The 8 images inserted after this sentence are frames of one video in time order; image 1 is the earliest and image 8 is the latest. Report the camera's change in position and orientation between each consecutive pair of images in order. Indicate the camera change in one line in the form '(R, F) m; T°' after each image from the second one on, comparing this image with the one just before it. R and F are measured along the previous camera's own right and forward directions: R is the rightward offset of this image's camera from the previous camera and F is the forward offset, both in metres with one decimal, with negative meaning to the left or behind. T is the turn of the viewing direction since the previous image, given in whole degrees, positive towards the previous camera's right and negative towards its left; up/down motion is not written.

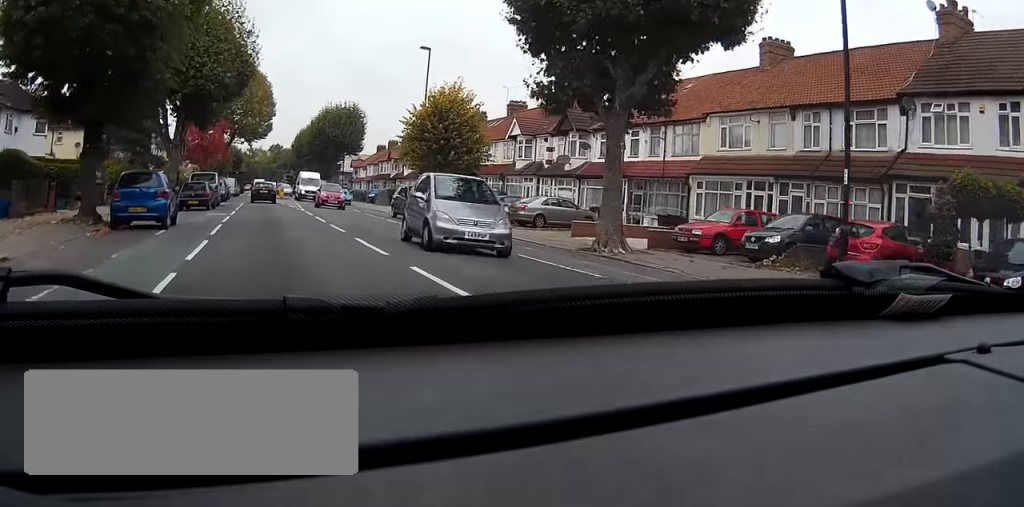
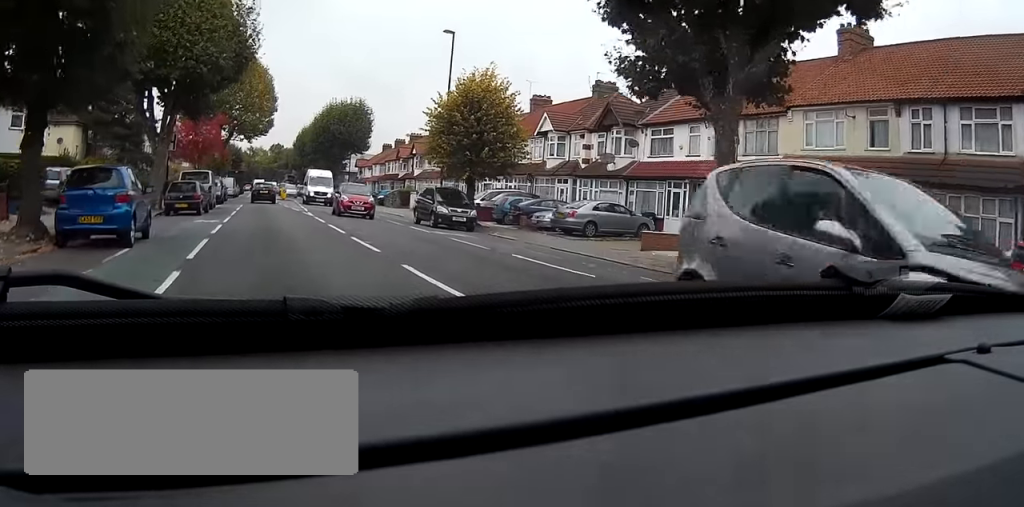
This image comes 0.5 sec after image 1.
(0.0, +5.3) m; 0°
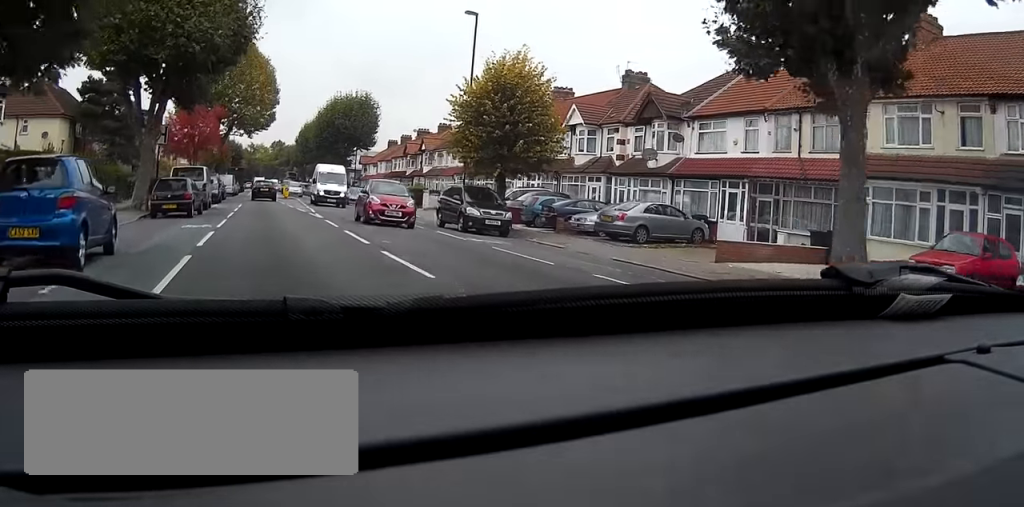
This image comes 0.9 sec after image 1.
(0.0, +4.0) m; 0°
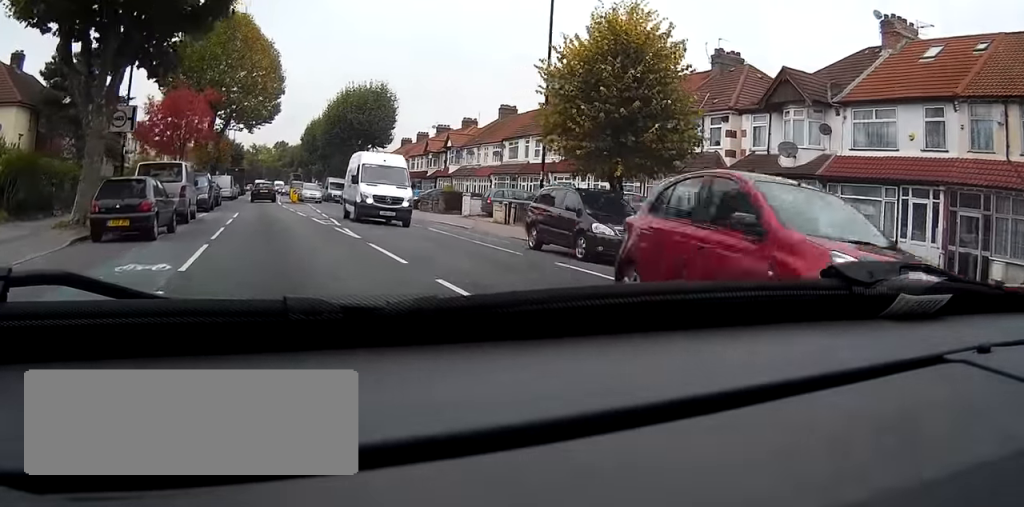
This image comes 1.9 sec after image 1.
(0.0, +9.4) m; 0°
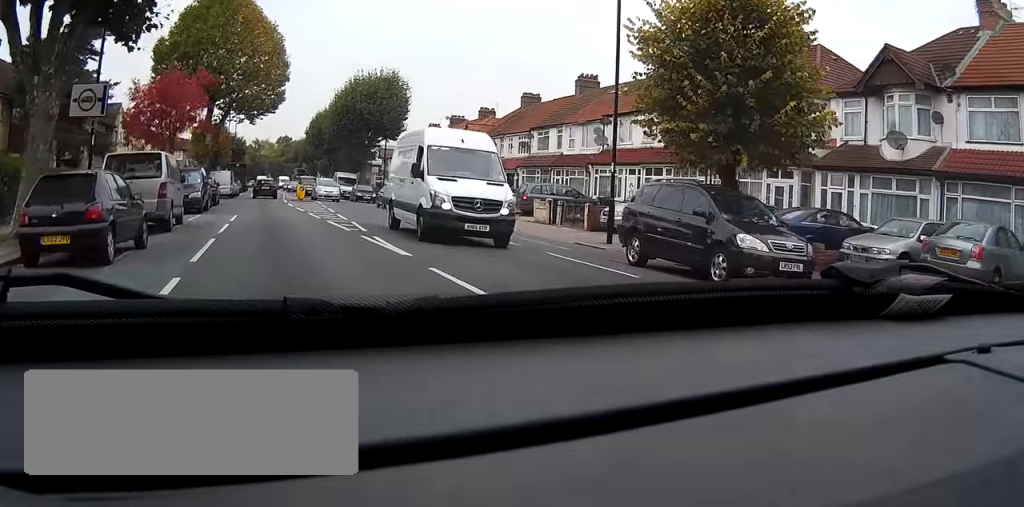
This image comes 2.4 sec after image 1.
(0.0, +5.0) m; 0°
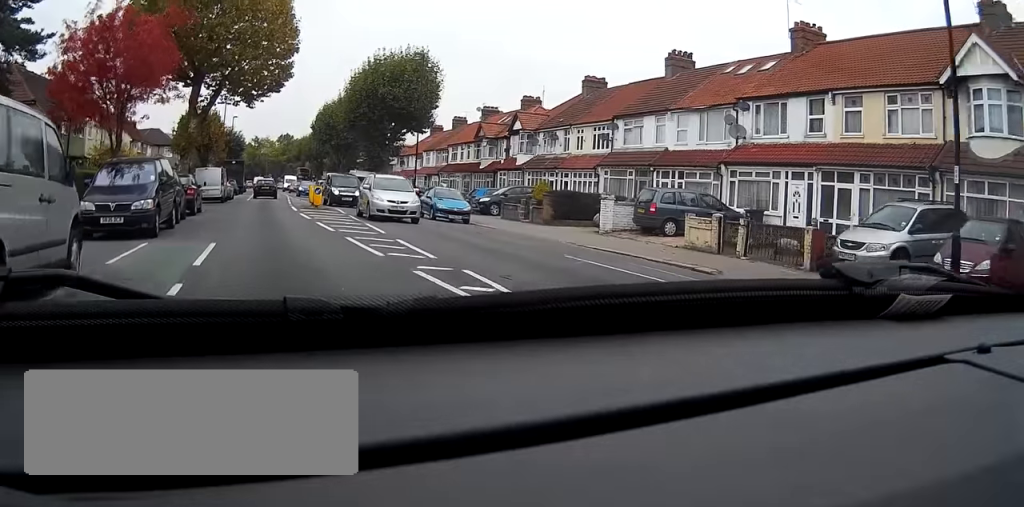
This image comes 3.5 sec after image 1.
(0.0, +11.9) m; 0°
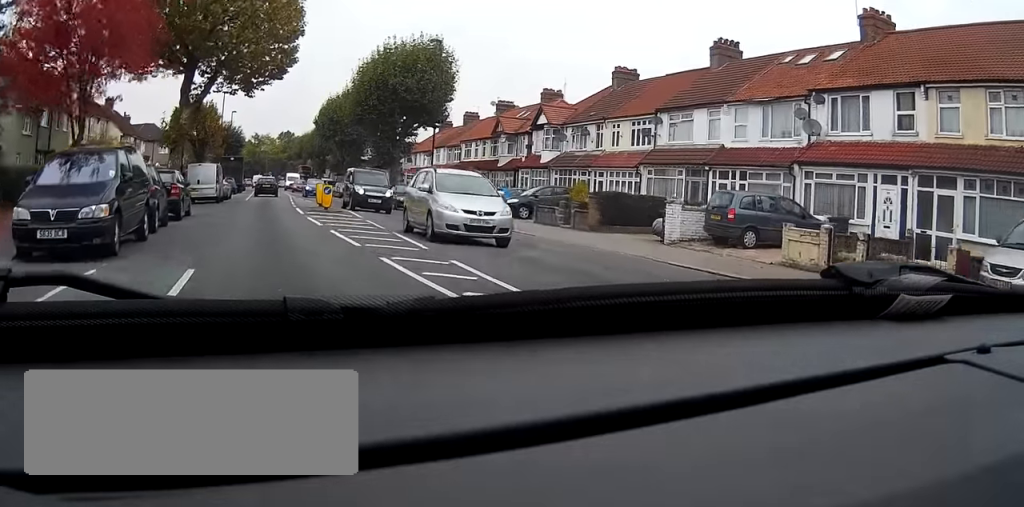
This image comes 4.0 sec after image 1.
(0.0, +4.4) m; 0°
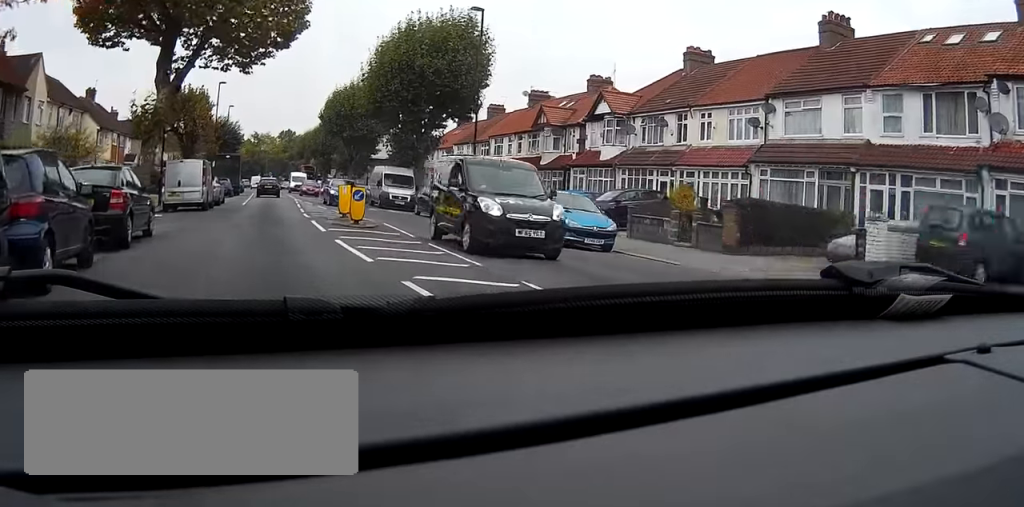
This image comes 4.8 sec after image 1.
(0.0, +8.2) m; 0°
